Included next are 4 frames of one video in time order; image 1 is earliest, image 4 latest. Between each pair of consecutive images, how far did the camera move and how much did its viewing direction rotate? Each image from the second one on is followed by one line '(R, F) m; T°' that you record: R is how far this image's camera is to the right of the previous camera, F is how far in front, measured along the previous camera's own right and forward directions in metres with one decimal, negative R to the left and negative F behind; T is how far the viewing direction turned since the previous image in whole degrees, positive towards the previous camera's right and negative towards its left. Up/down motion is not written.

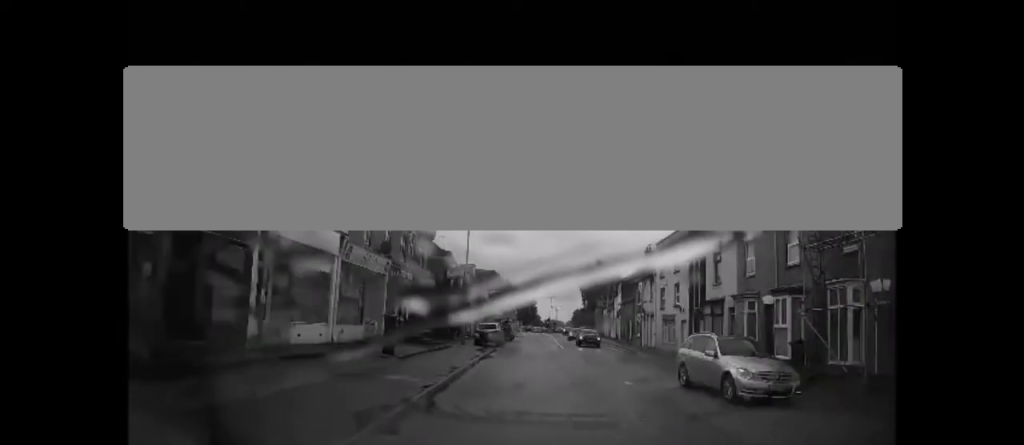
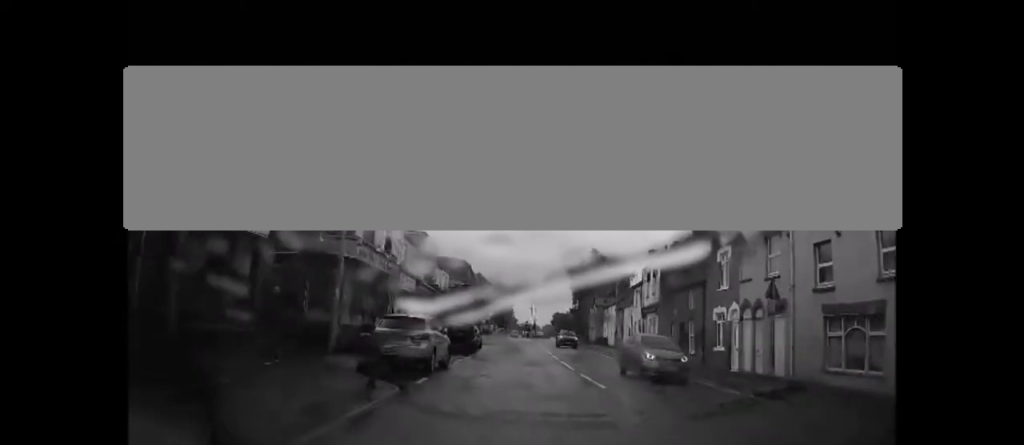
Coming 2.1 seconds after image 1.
(+0.2, +20.7) m; +1°
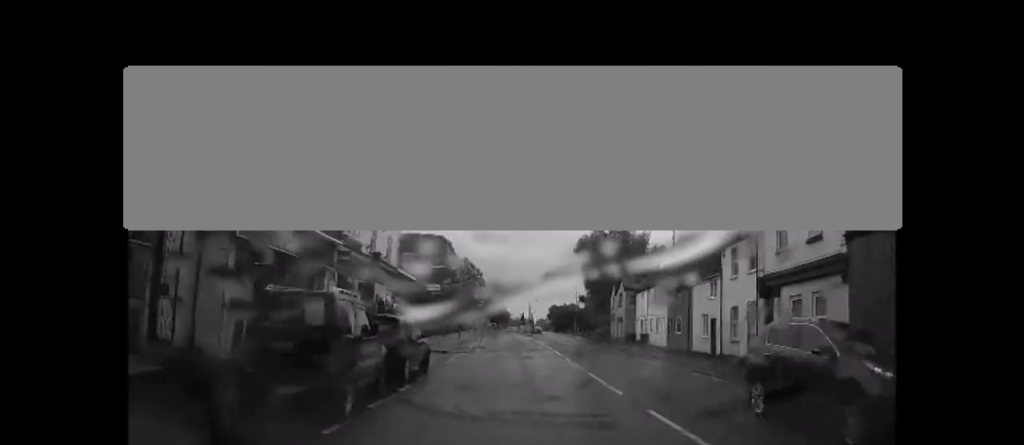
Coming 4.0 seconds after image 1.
(0.0, +19.7) m; +2°
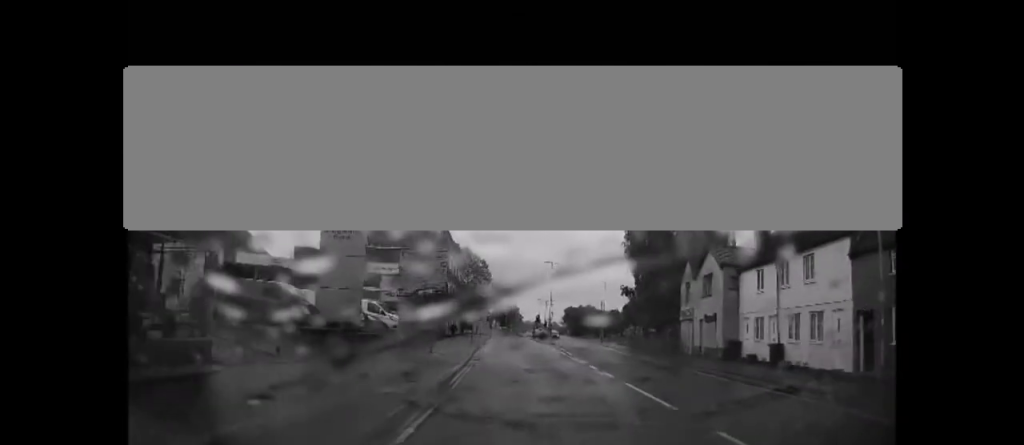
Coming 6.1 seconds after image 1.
(+0.3, +19.8) m; -3°
